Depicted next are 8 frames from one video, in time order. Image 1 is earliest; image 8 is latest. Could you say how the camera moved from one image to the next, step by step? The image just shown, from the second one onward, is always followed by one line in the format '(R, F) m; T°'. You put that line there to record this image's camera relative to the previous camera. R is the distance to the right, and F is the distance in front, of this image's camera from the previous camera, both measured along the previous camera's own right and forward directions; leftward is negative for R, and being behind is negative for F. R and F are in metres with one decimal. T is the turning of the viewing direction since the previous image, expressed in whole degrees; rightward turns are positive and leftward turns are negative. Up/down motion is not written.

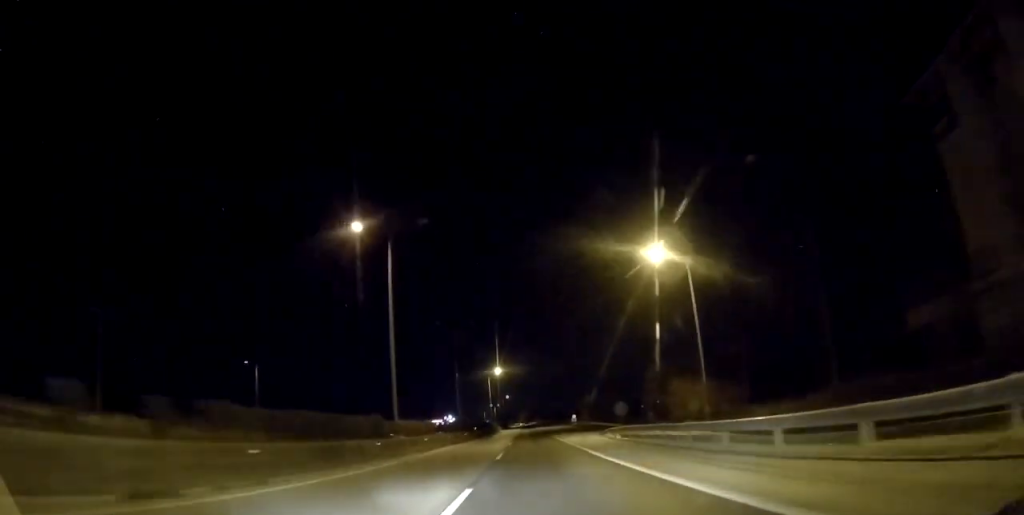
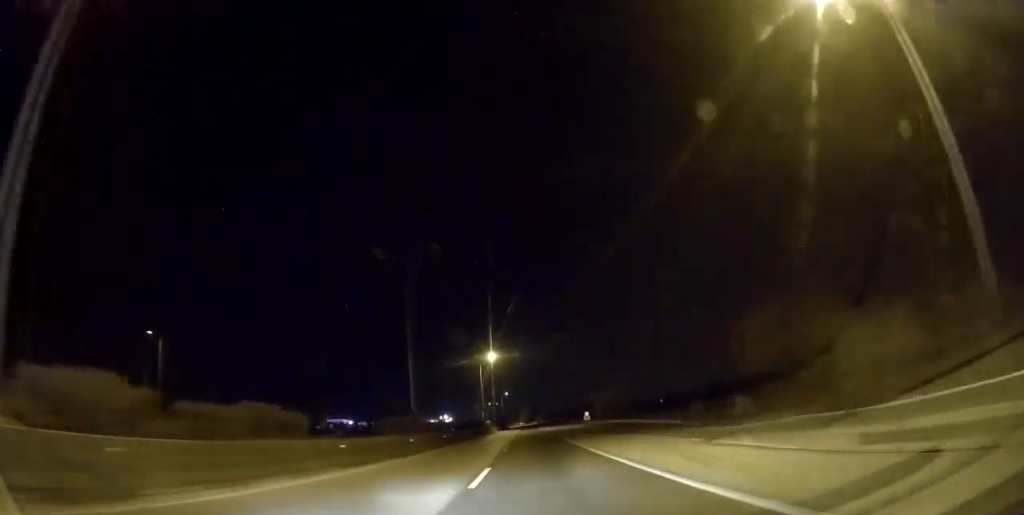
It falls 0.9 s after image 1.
(0.0, +28.9) m; 0°
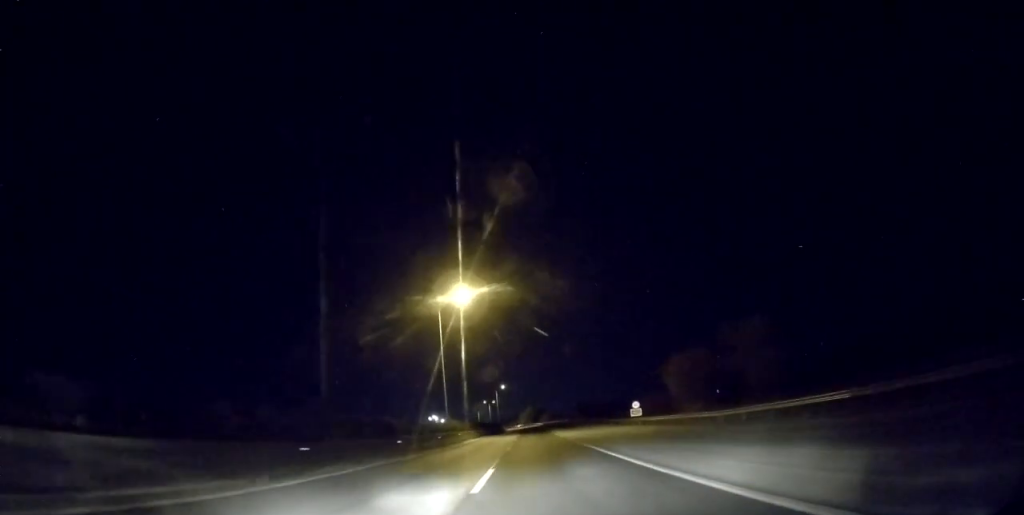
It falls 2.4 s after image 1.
(0.0, +51.8) m; +1°
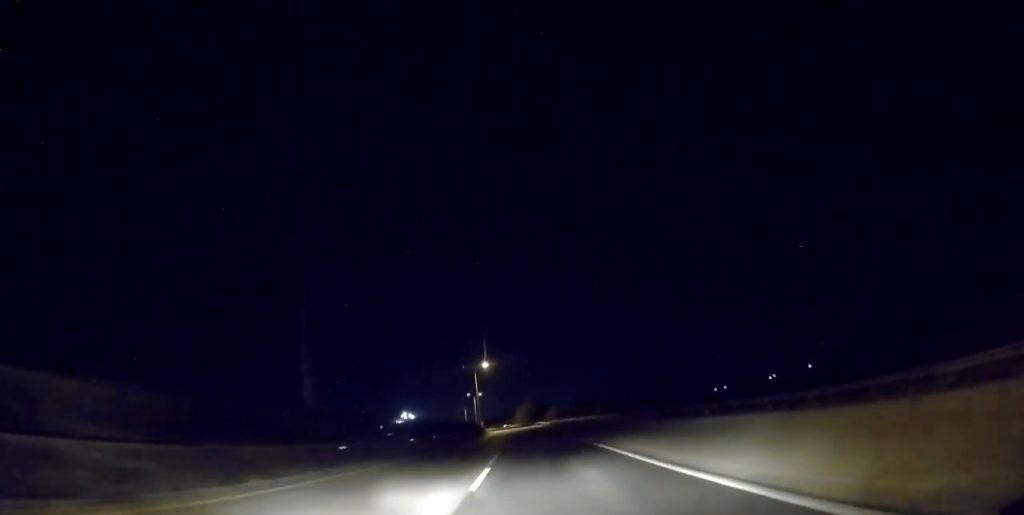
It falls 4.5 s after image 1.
(-0.8, +68.0) m; -1°
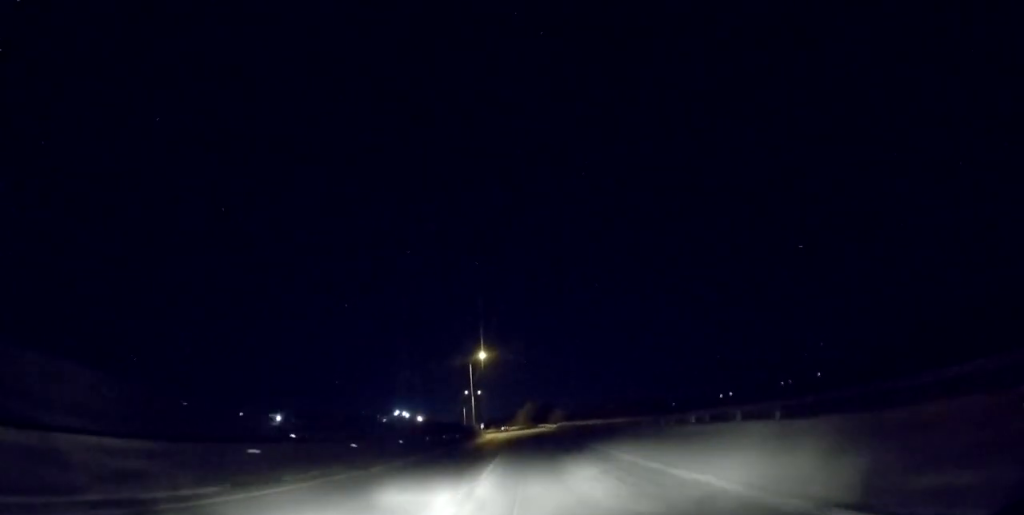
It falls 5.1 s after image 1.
(+0.2, +18.8) m; 0°
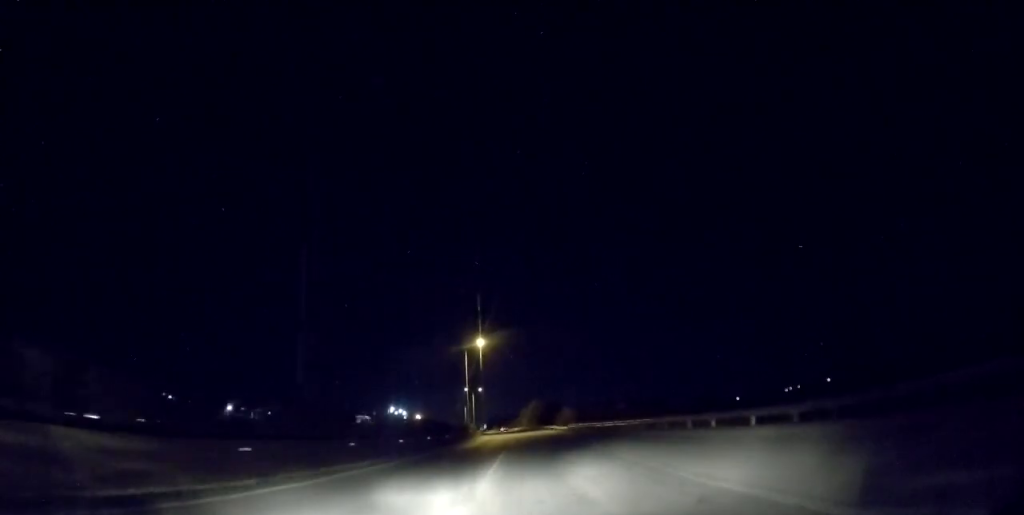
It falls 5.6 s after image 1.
(+0.1, +16.6) m; 0°
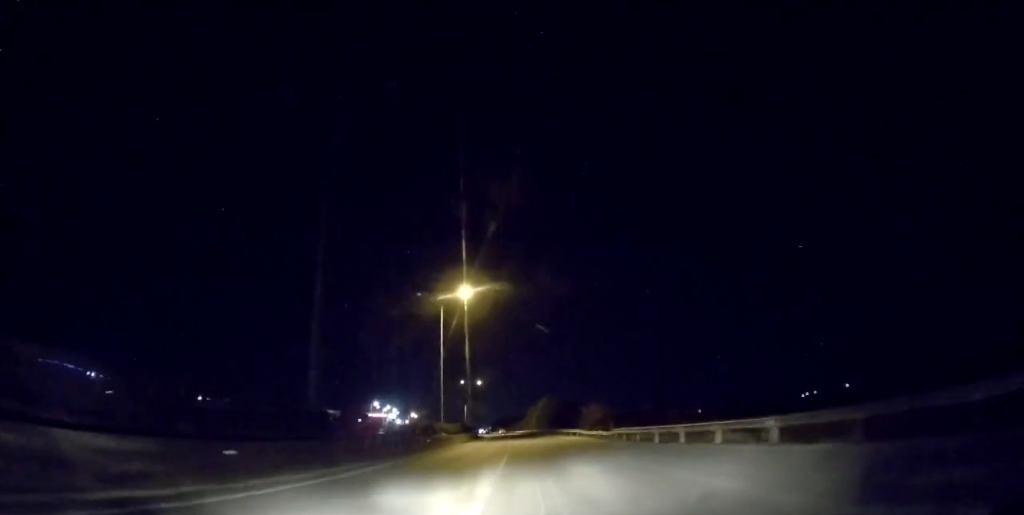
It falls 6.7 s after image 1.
(-0.6, +34.2) m; -2°
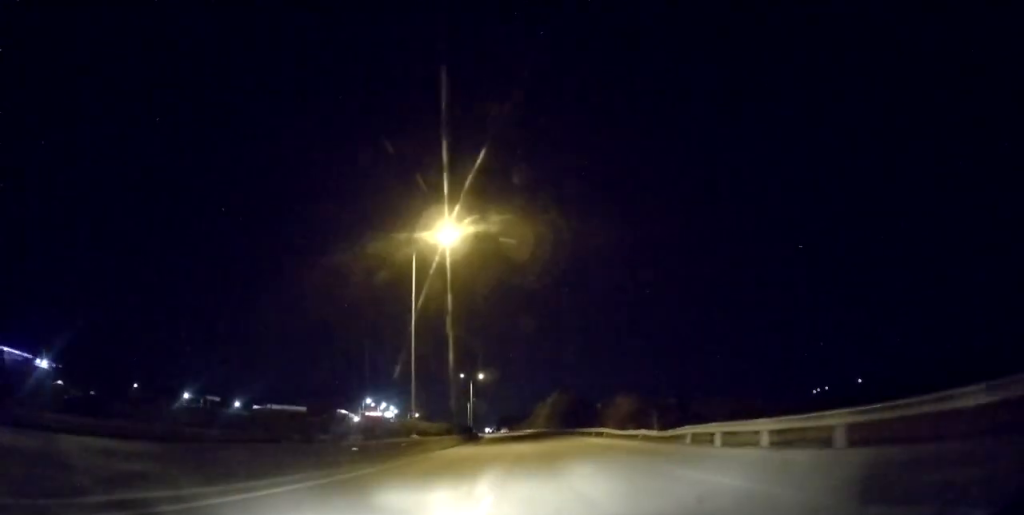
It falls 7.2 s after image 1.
(-0.1, +16.5) m; -1°
